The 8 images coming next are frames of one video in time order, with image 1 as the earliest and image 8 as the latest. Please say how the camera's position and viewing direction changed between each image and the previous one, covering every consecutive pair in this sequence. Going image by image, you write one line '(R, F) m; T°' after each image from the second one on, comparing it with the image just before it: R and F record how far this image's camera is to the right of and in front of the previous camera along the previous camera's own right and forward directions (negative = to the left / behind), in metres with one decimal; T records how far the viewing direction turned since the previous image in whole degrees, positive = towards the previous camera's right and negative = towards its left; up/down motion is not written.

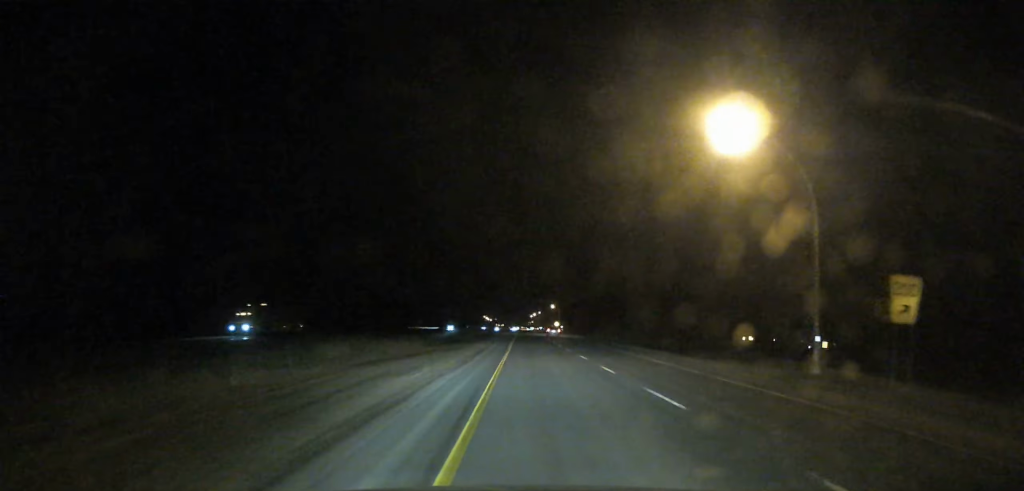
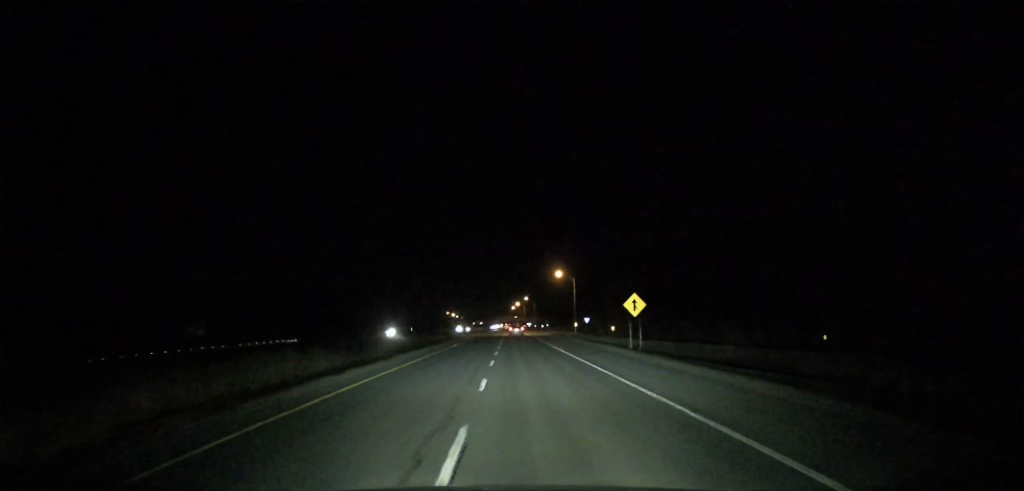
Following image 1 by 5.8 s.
(+1.8, +193.3) m; 0°
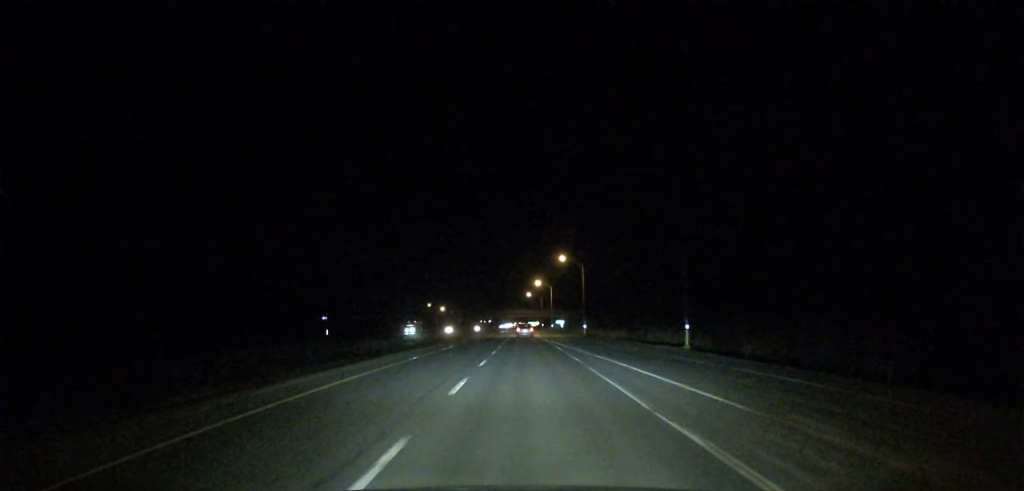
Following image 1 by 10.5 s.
(-1.1, +160.0) m; 0°
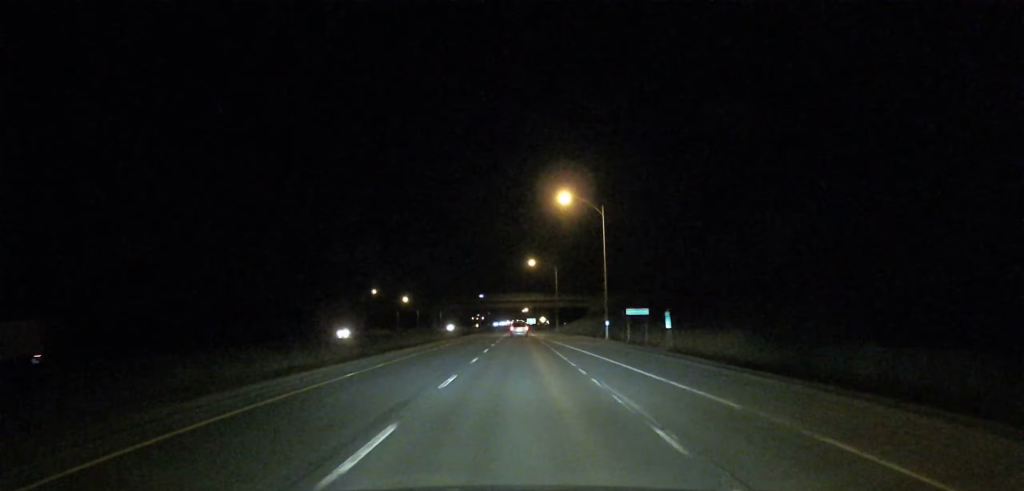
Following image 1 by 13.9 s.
(+0.3, +114.8) m; 0°
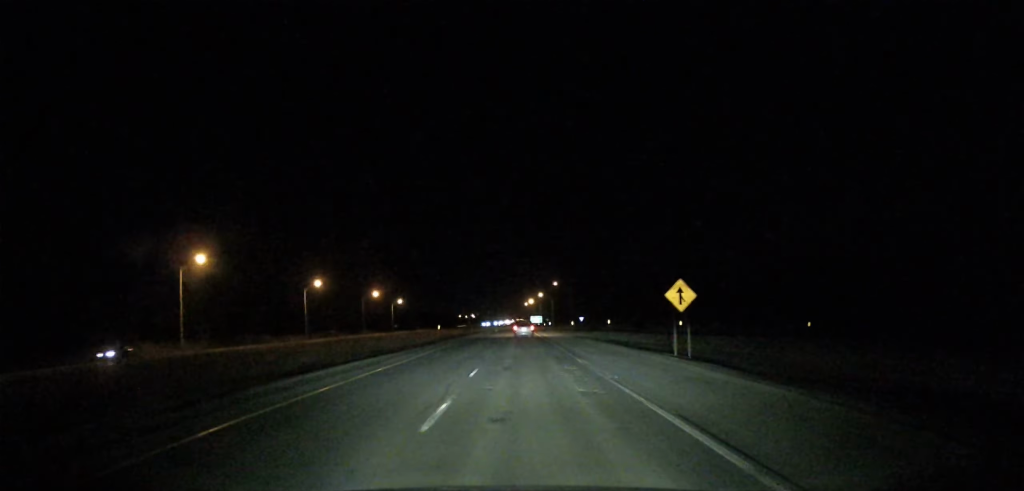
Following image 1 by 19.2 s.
(-0.6, +175.3) m; 0°
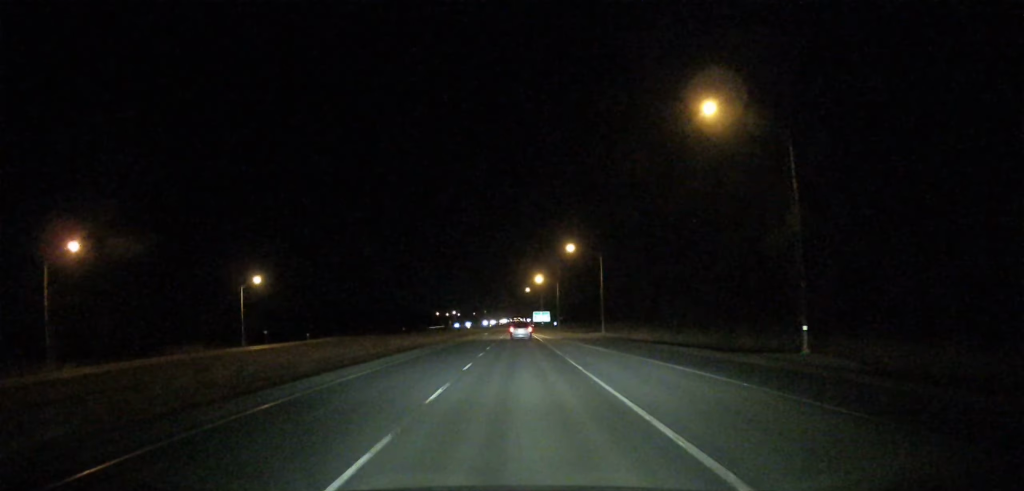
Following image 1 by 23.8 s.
(+0.4, +154.3) m; 0°
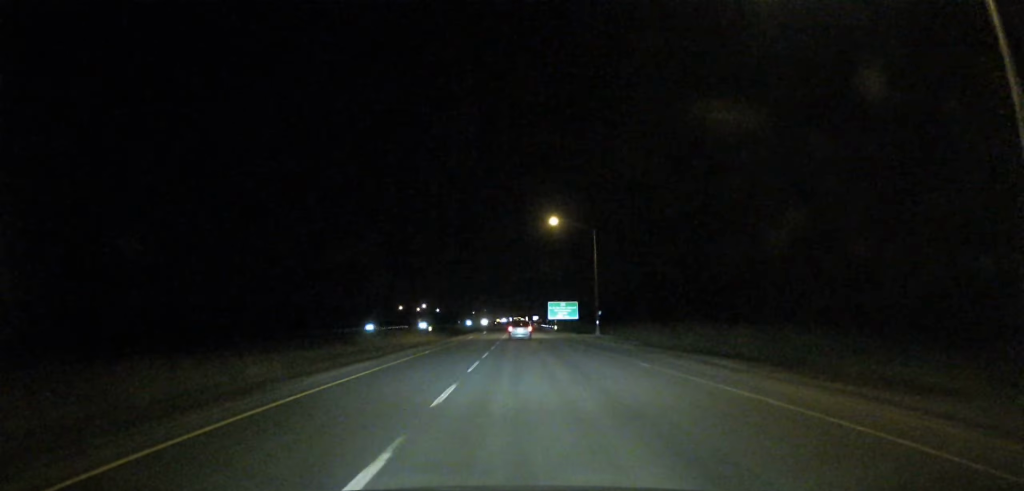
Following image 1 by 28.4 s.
(0.0, +150.4) m; 0°
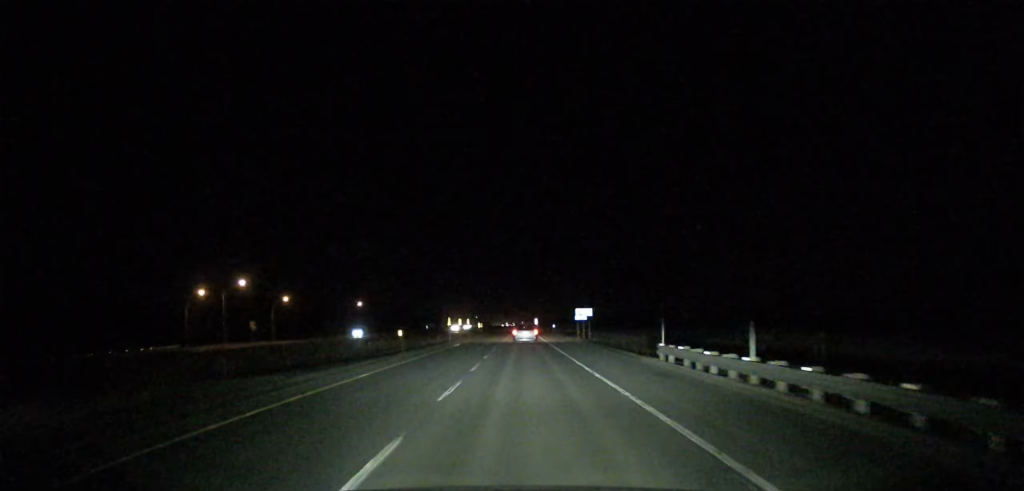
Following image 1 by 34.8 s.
(+0.1, +206.0) m; 0°
